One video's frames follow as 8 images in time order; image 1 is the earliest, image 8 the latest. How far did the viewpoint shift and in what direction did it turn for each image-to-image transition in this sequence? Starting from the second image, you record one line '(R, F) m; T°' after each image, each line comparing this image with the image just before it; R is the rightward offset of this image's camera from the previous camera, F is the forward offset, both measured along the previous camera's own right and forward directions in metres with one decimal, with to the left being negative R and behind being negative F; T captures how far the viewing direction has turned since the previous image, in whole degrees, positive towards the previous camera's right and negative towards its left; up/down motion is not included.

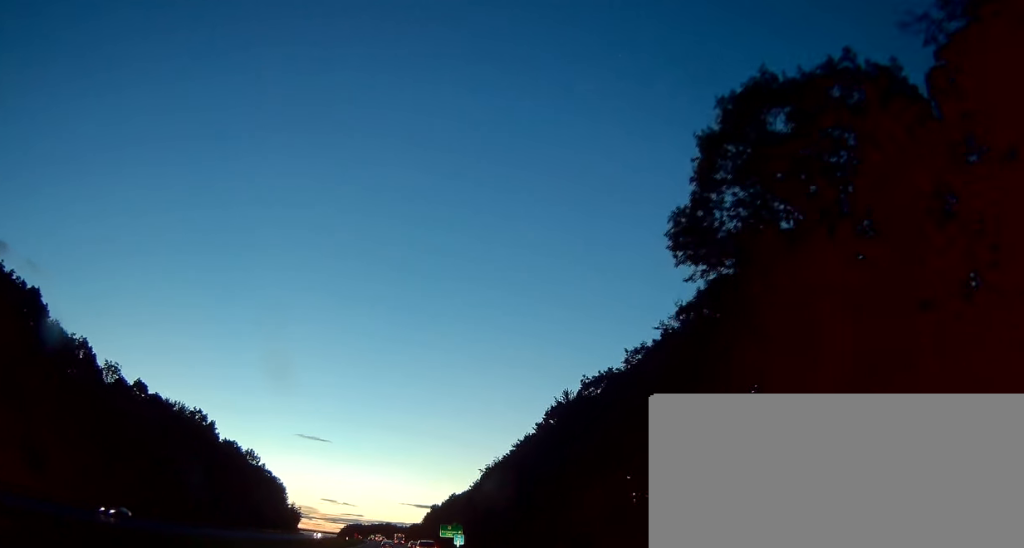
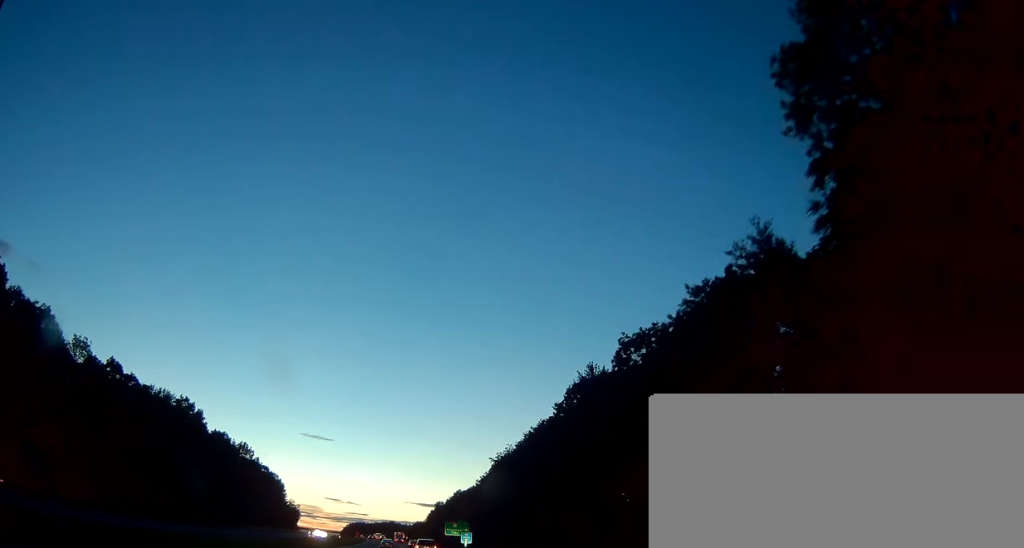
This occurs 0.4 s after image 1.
(0.0, +11.9) m; 0°
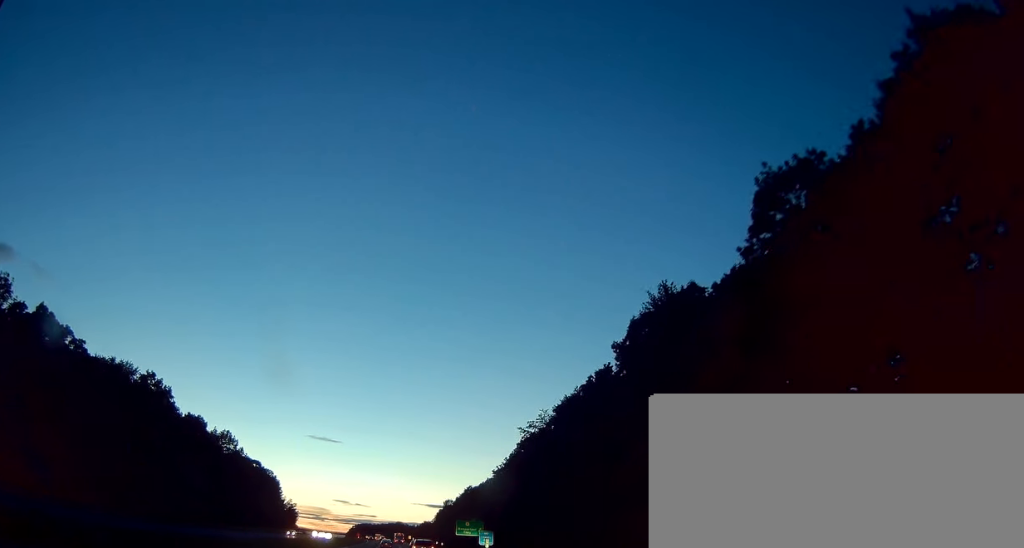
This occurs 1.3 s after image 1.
(-0.3, +23.8) m; -1°
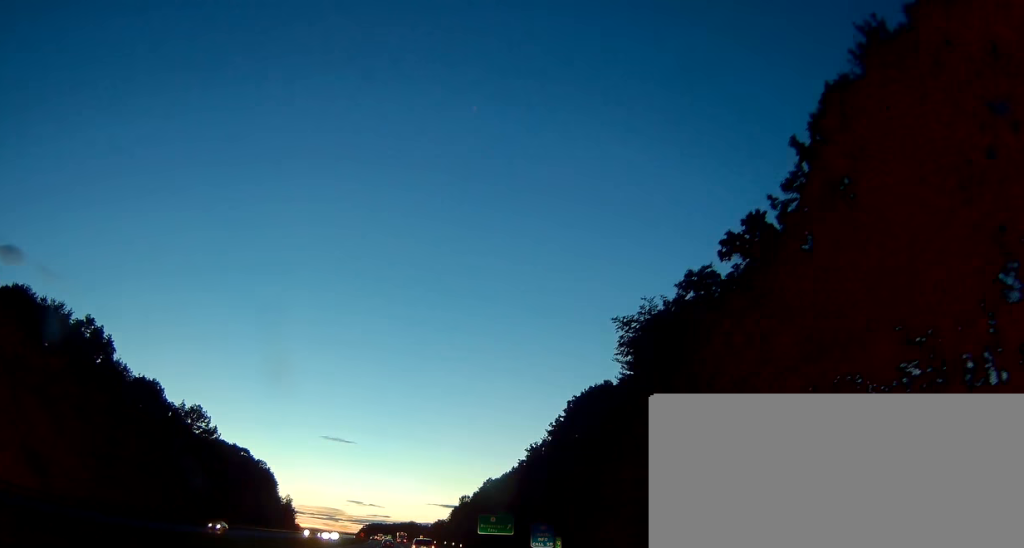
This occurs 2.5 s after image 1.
(-0.3, +31.9) m; -1°
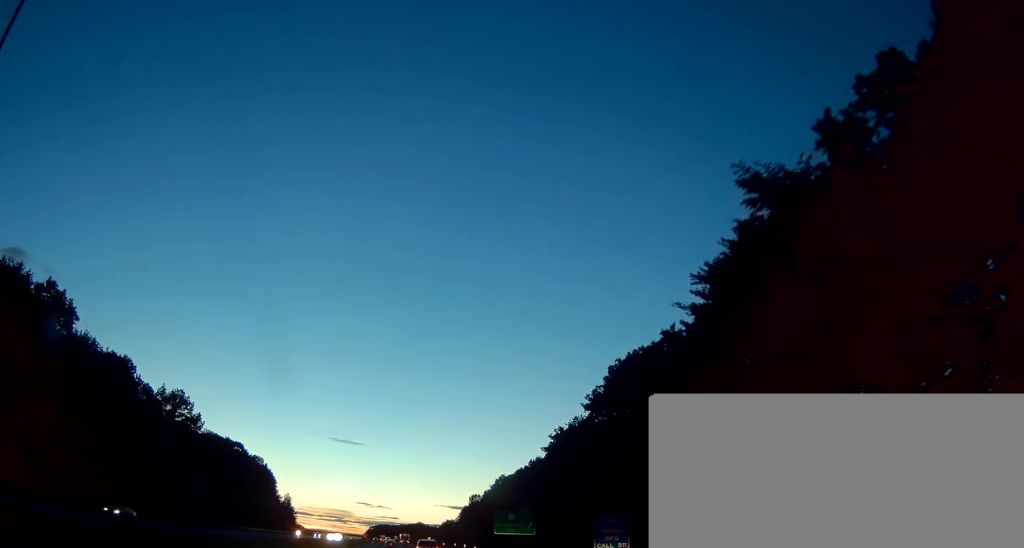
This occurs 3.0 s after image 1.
(0.0, +15.5) m; -1°
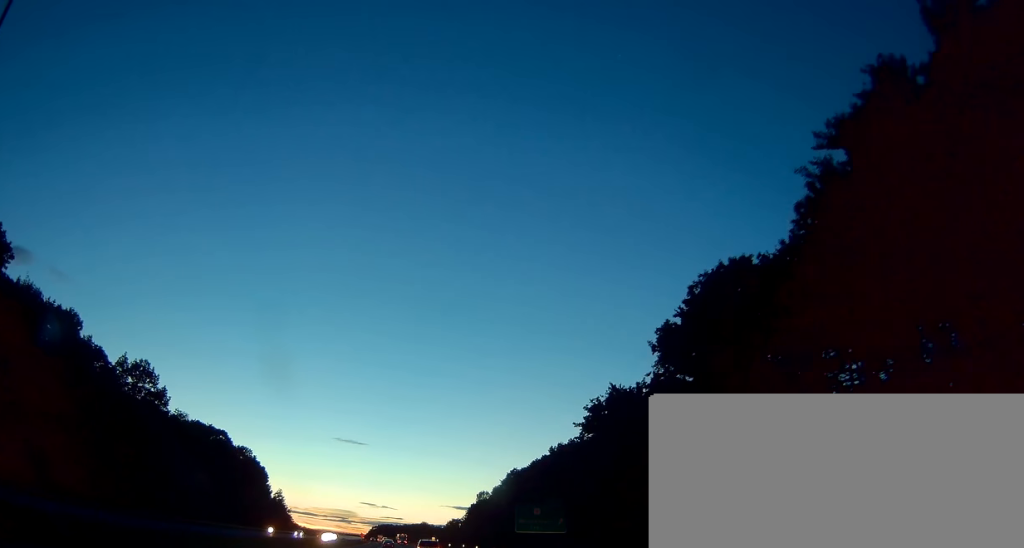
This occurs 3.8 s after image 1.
(0.0, +20.0) m; -1°
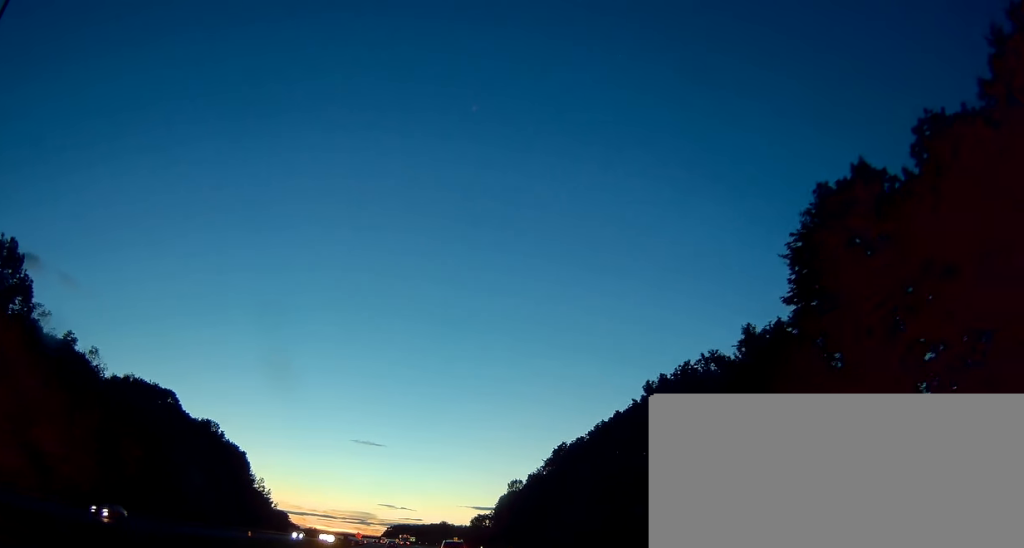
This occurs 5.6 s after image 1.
(-0.8, +48.5) m; -2°
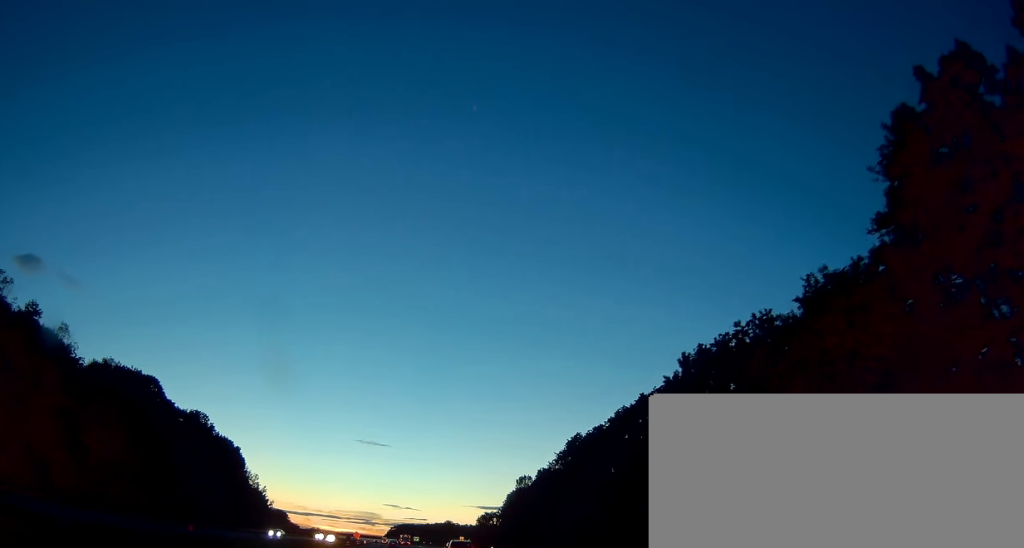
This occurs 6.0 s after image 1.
(-0.1, +10.6) m; -1°
